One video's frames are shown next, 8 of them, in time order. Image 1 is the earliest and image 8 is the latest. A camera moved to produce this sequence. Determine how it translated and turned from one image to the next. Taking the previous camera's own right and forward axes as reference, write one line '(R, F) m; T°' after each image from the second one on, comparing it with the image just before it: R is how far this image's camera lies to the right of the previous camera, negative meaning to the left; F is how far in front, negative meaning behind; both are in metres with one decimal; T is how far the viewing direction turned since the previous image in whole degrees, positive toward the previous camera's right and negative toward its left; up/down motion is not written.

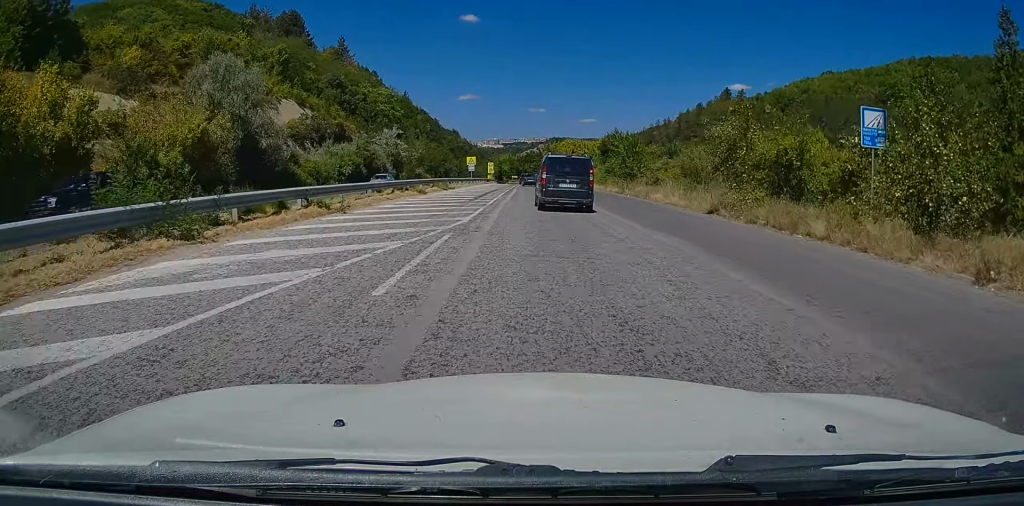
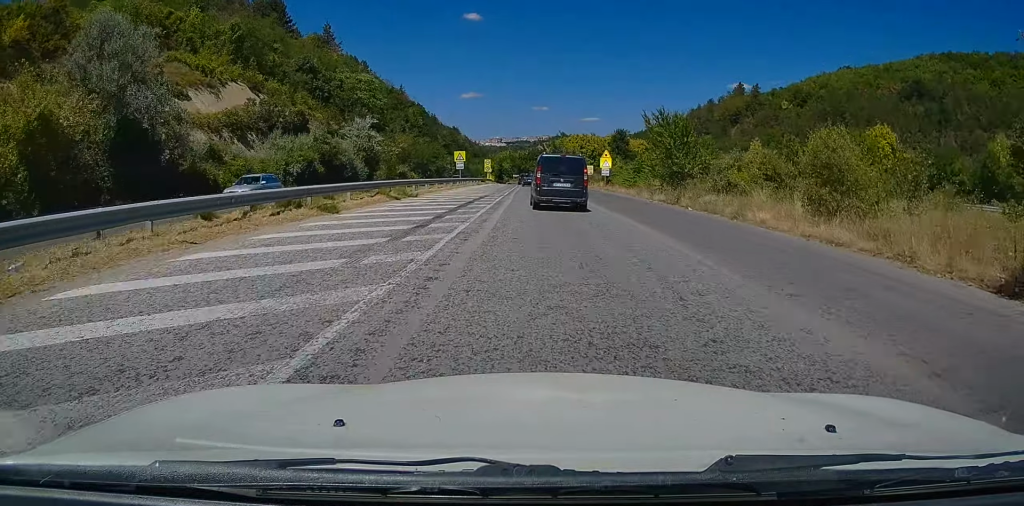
(-0.2, +15.5) m; 0°
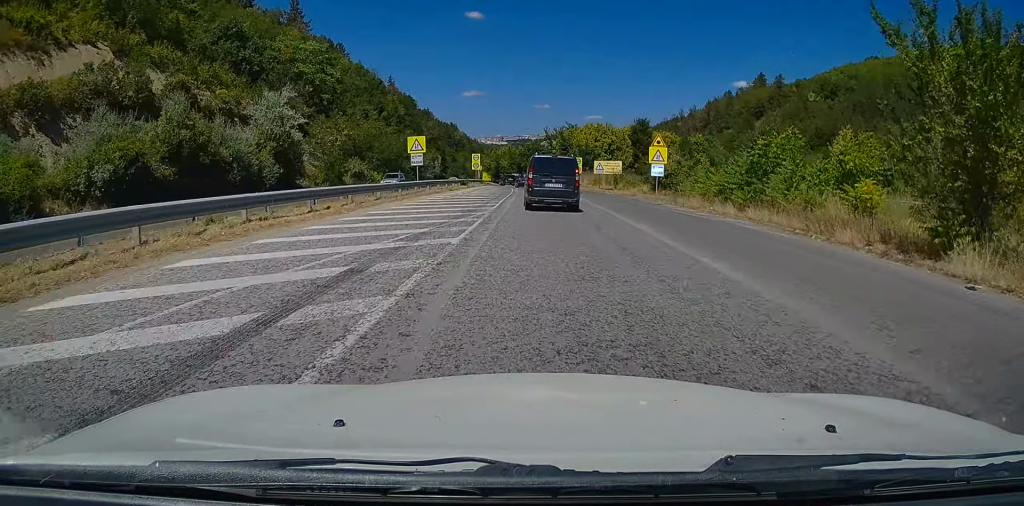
(0.0, +24.6) m; 0°
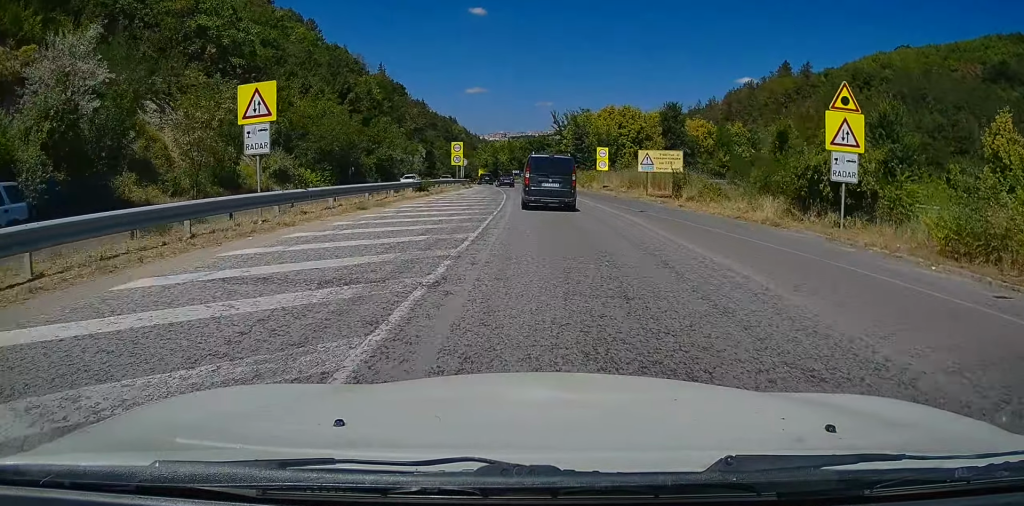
(-0.2, +22.6) m; -1°
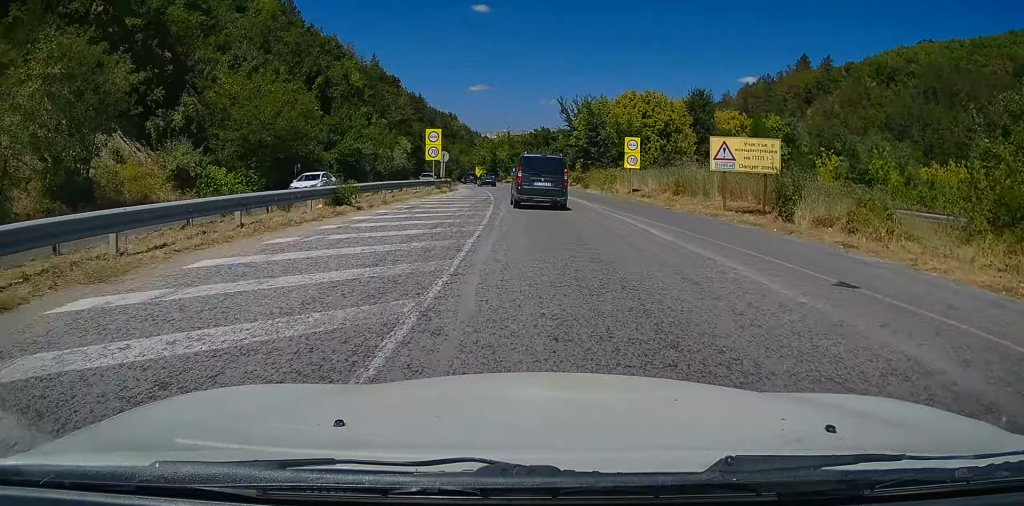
(-0.1, +14.4) m; 0°
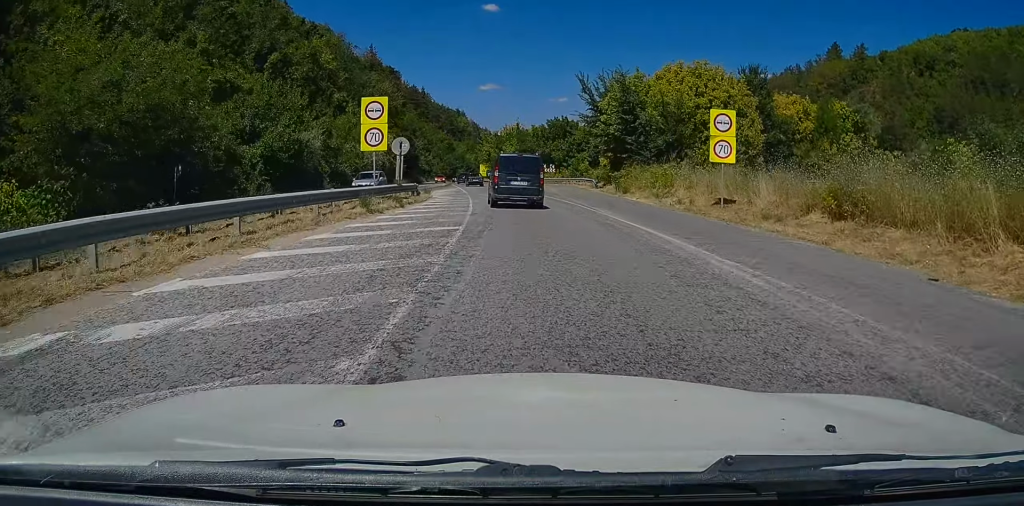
(-0.1, +17.0) m; -2°
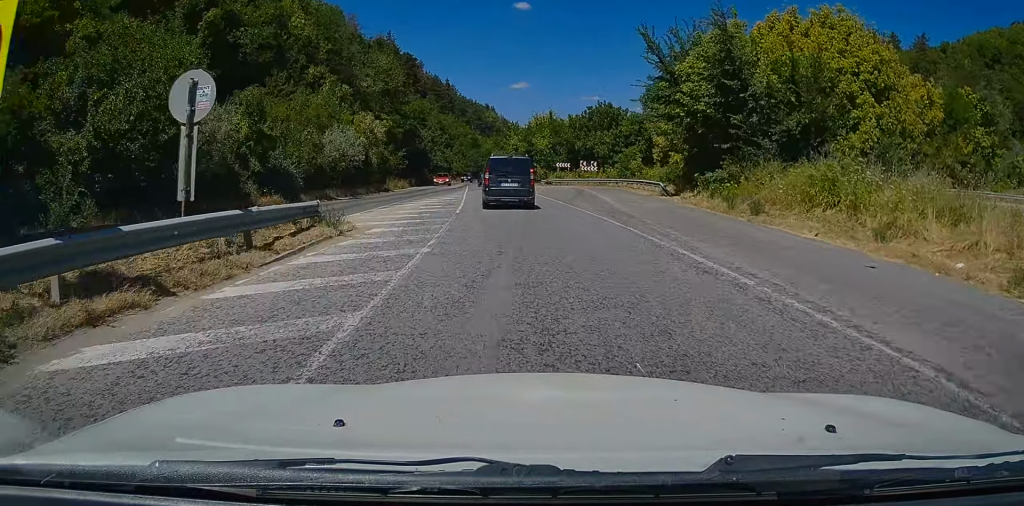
(-0.5, +17.9) m; -3°
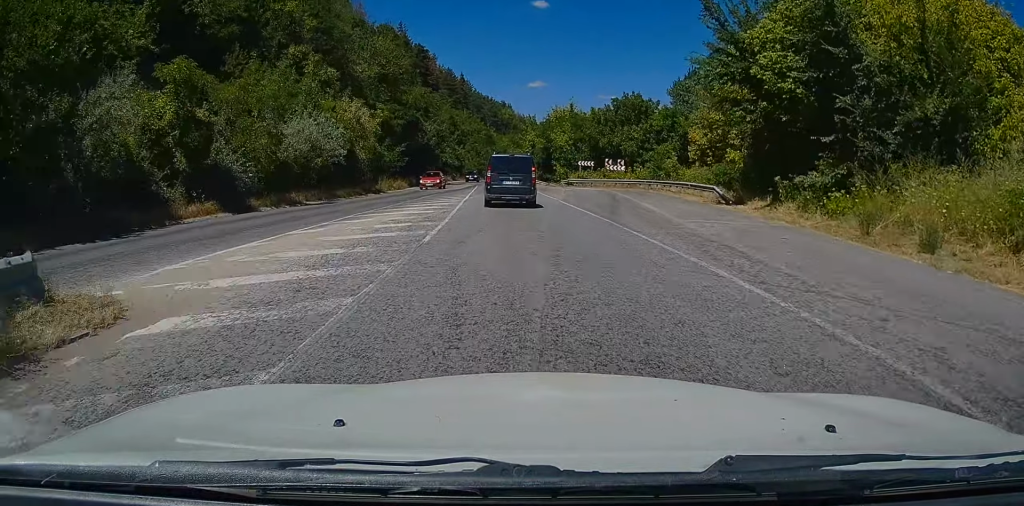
(-0.2, +8.7) m; -1°
